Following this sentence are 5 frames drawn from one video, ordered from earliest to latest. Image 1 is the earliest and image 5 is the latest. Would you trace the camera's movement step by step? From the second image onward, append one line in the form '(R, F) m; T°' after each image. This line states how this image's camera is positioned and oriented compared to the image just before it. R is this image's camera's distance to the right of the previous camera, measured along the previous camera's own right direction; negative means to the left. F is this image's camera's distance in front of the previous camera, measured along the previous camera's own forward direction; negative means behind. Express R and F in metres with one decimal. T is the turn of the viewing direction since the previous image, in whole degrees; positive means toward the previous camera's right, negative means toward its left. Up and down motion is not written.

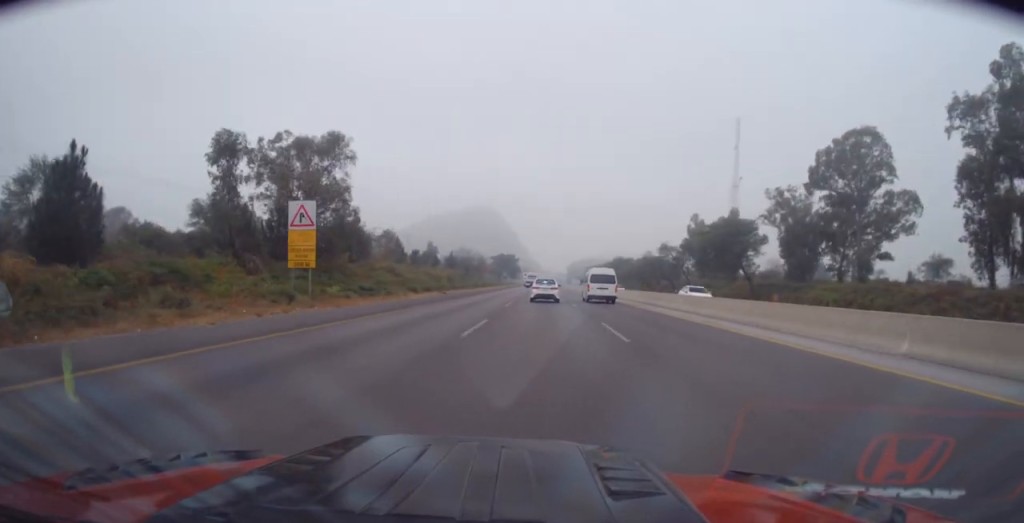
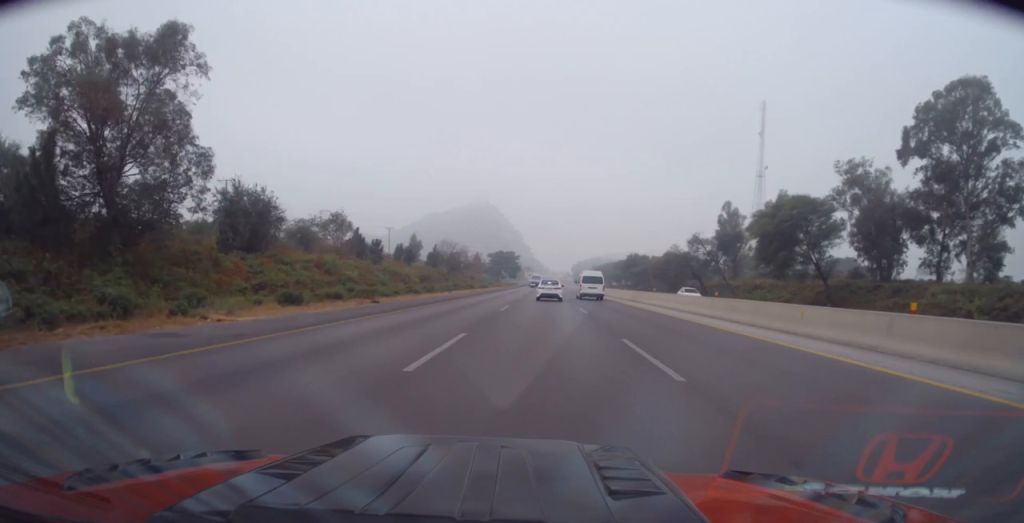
(+0.3, +23.4) m; 0°
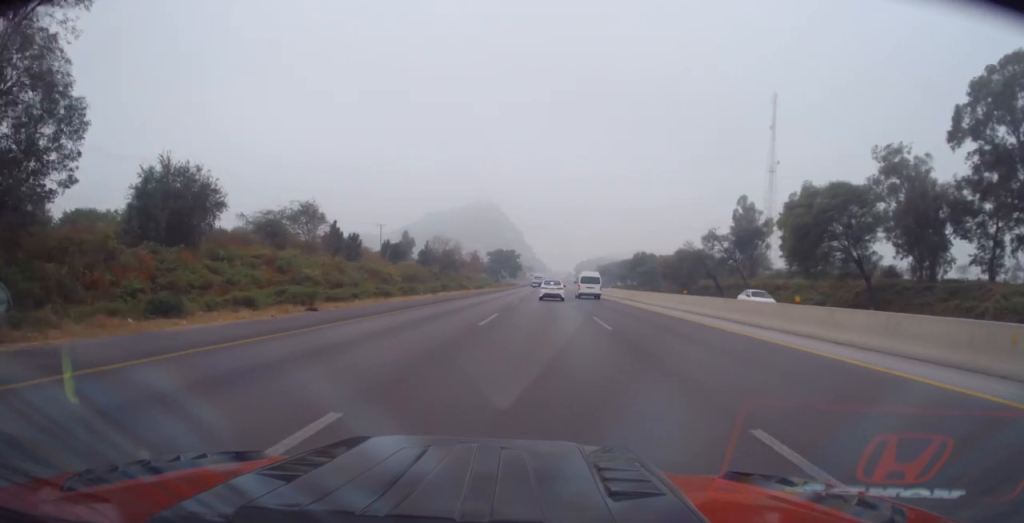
(-0.1, +8.9) m; 0°
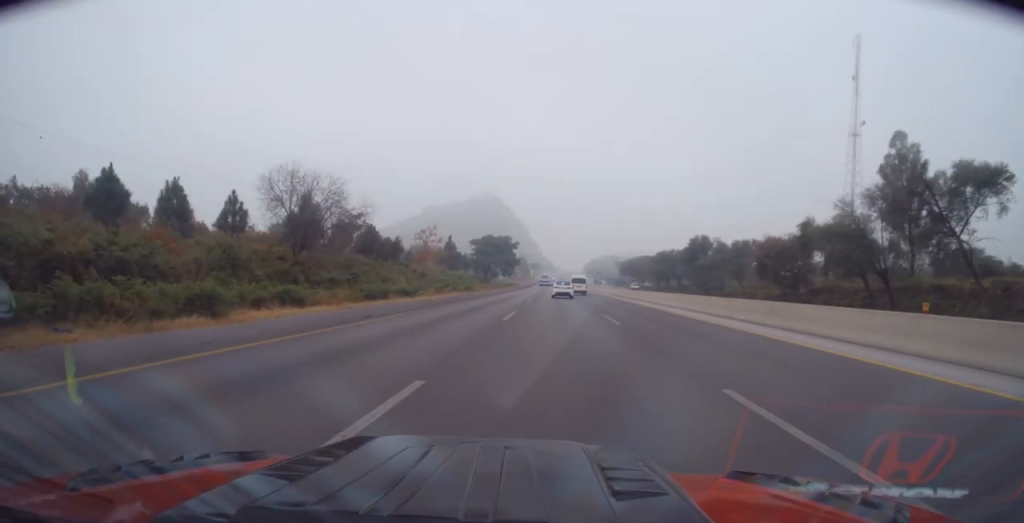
(-0.6, +51.6) m; -1°
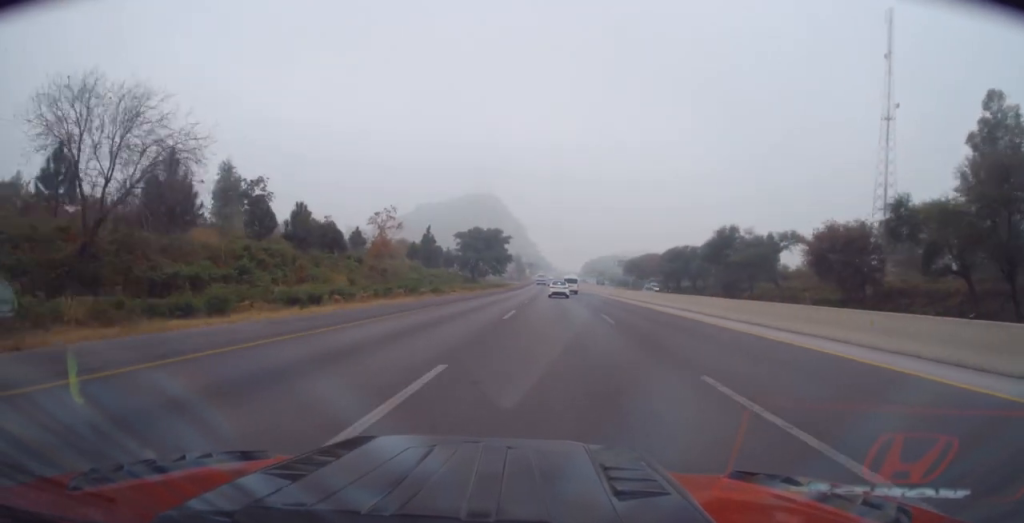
(0.0, +16.9) m; +1°
